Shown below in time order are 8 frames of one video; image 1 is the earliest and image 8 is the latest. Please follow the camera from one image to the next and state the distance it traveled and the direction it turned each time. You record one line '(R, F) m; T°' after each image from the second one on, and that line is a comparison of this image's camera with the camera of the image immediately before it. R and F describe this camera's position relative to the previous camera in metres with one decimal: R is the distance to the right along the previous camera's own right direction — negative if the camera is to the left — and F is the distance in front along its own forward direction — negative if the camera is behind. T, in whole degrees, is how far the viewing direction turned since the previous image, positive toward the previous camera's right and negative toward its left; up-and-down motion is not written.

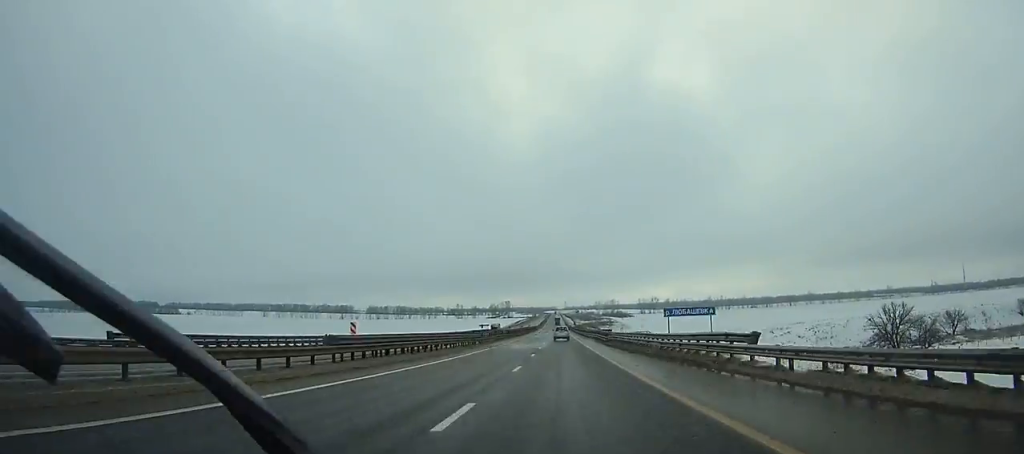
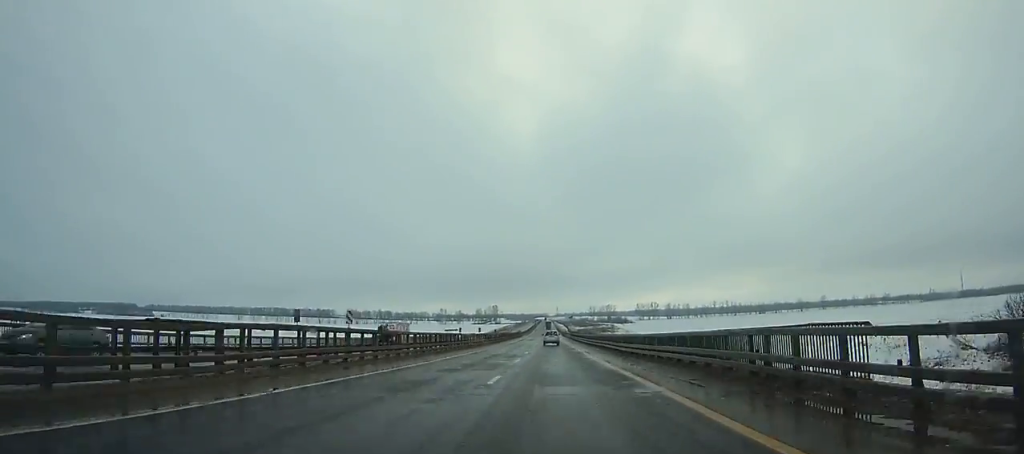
(0.0, +52.0) m; 0°
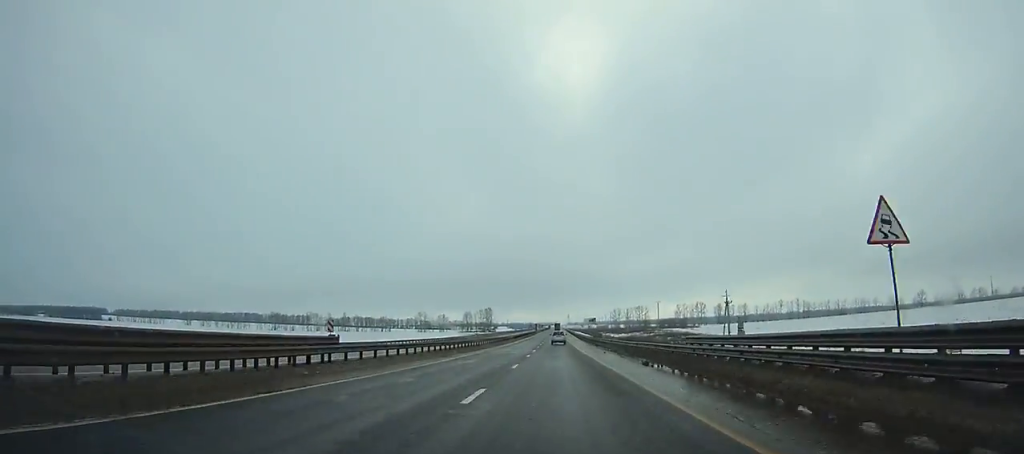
(0.0, +157.1) m; 0°
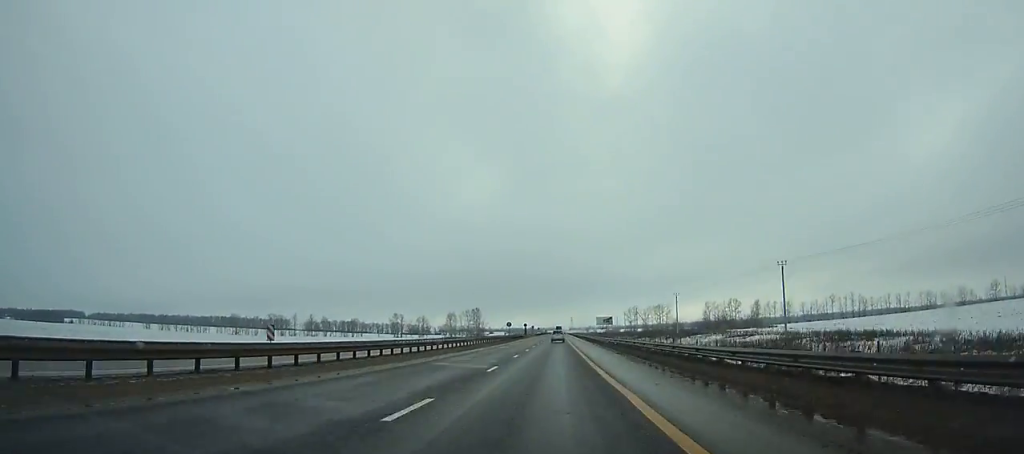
(+0.1, +85.1) m; 0°
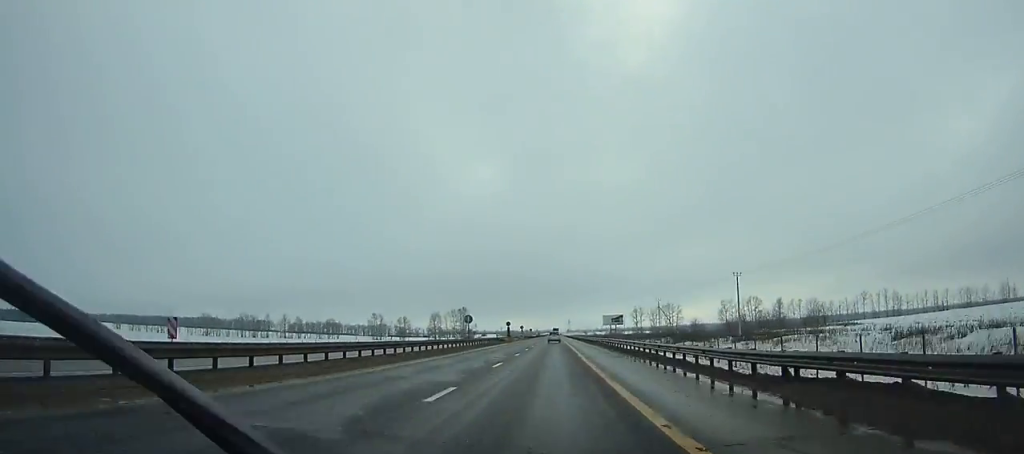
(0.0, +43.3) m; 0°
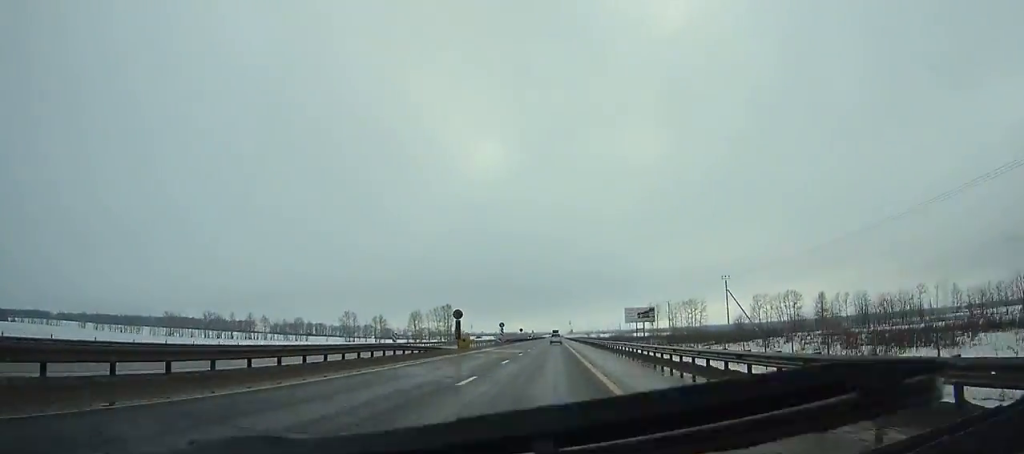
(0.0, +55.9) m; 0°
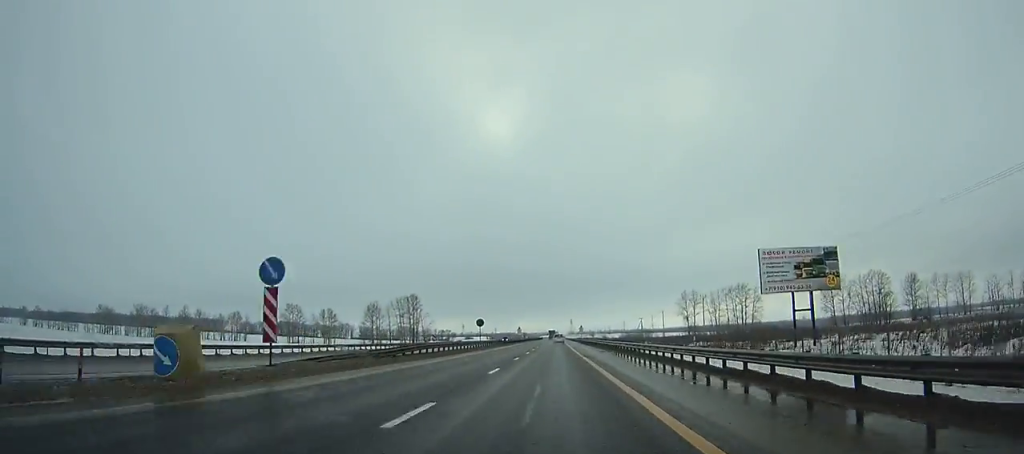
(+0.1, +79.0) m; 0°
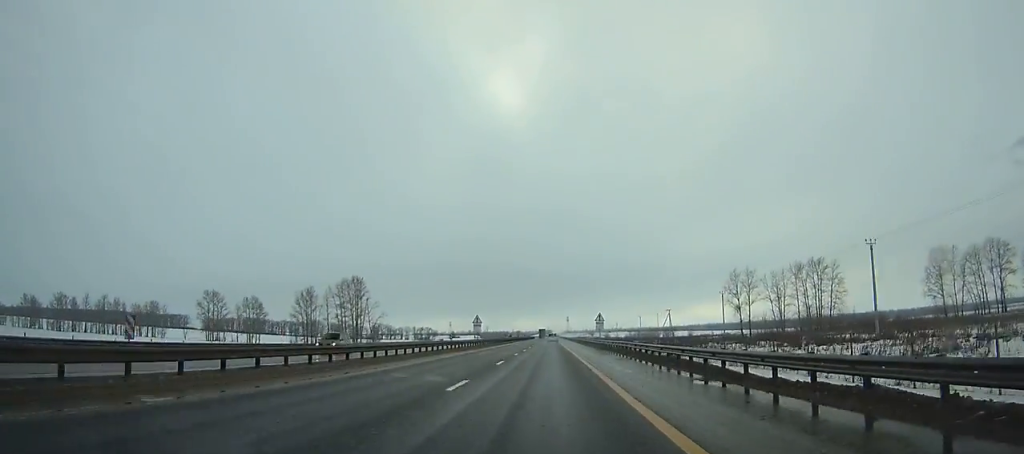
(+0.1, +66.4) m; 0°
